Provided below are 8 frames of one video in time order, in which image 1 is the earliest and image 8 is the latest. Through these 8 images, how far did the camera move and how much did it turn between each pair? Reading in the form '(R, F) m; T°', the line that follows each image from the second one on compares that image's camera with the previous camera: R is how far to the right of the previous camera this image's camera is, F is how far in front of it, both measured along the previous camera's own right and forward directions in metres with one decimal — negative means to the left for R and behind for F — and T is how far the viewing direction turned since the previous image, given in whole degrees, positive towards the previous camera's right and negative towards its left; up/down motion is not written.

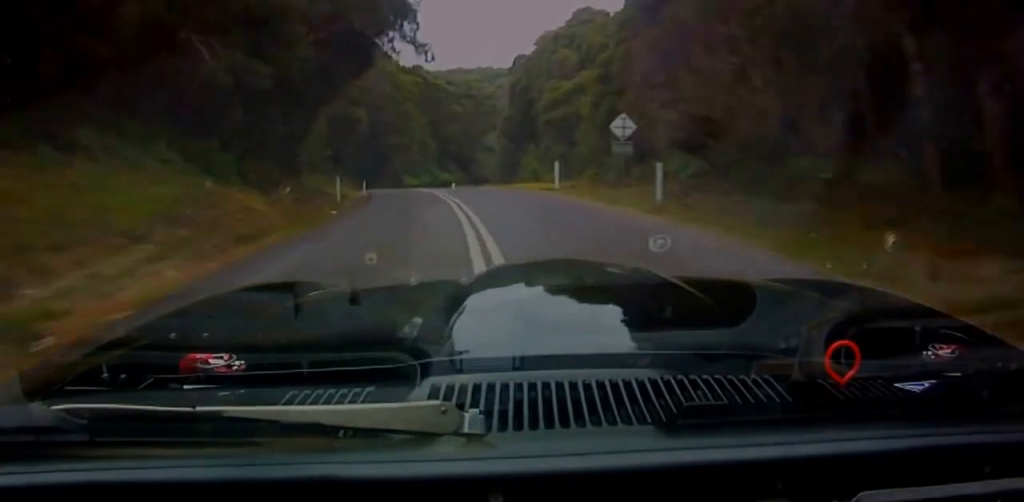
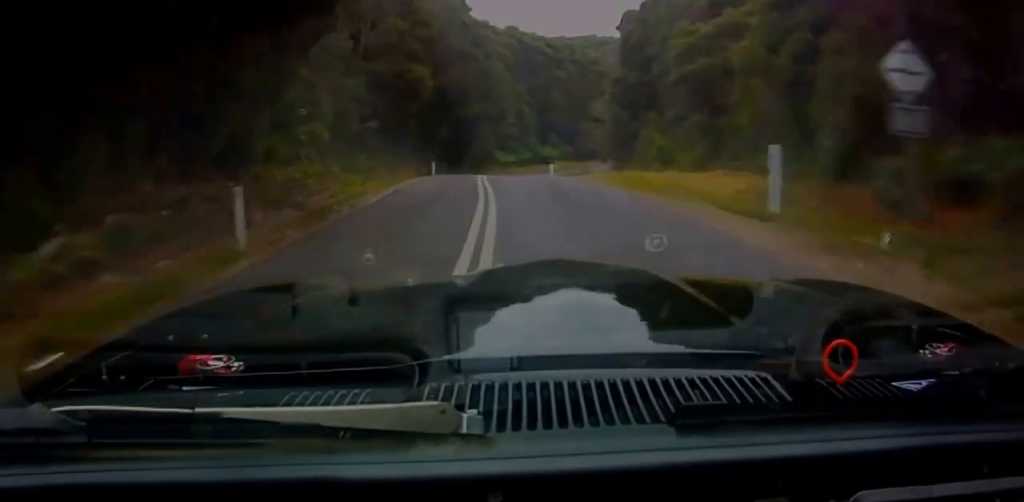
(-0.5, +11.2) m; -5°
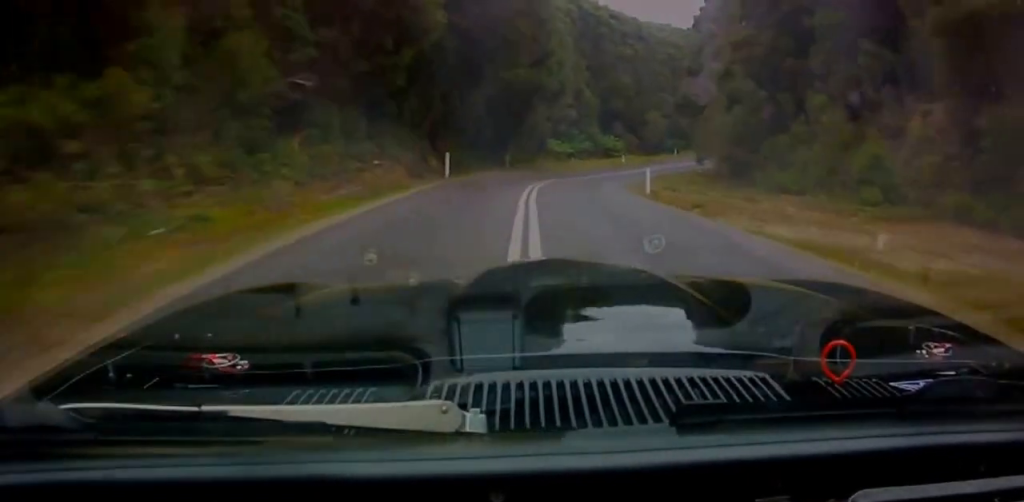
(-0.6, +14.5) m; -5°
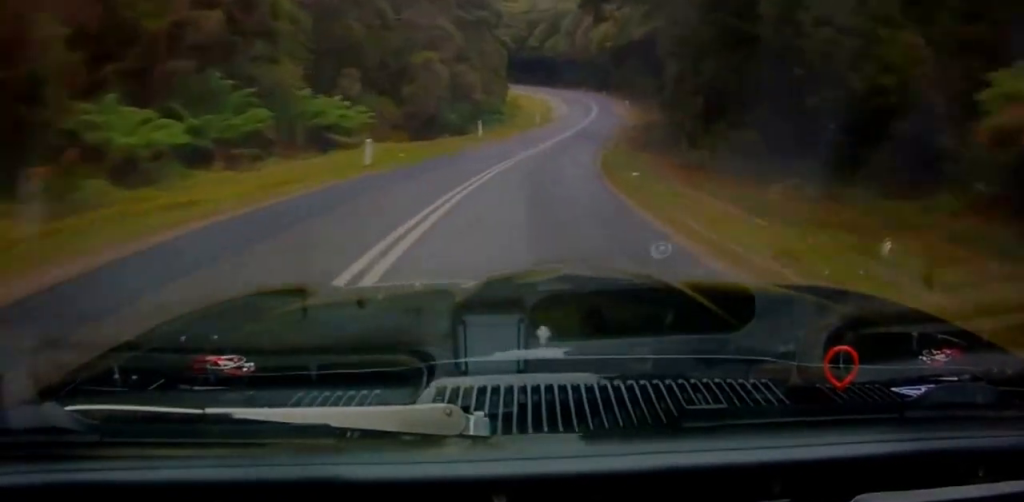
(-1.6, +38.7) m; +1°
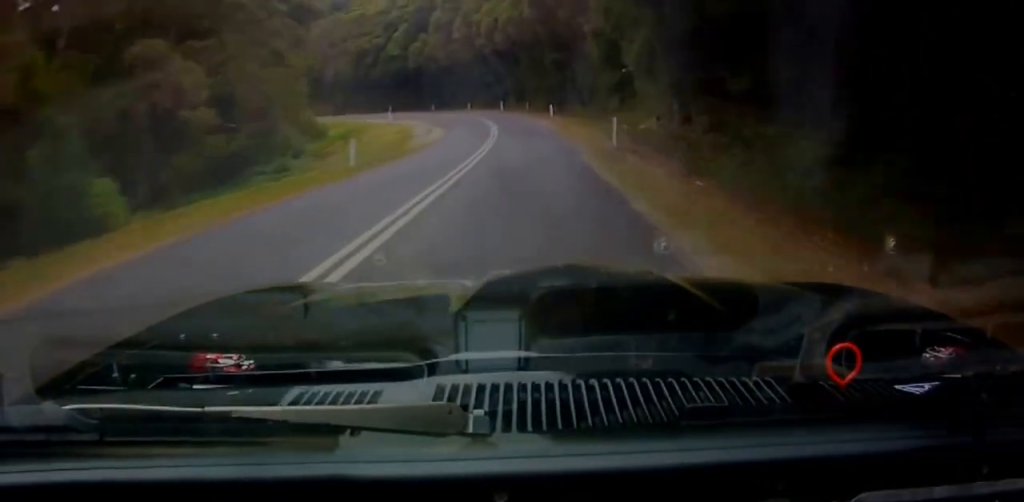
(+2.2, +33.1) m; +6°
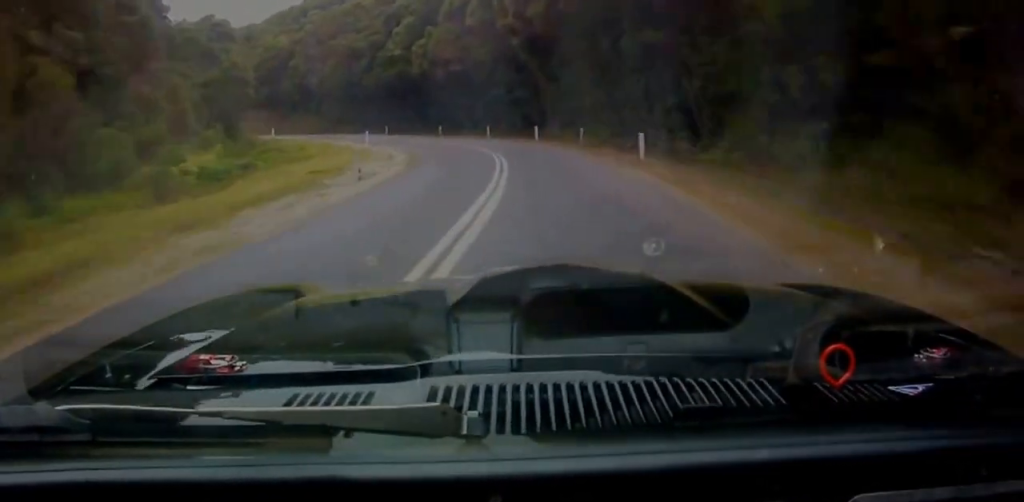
(+0.5, +26.0) m; +1°
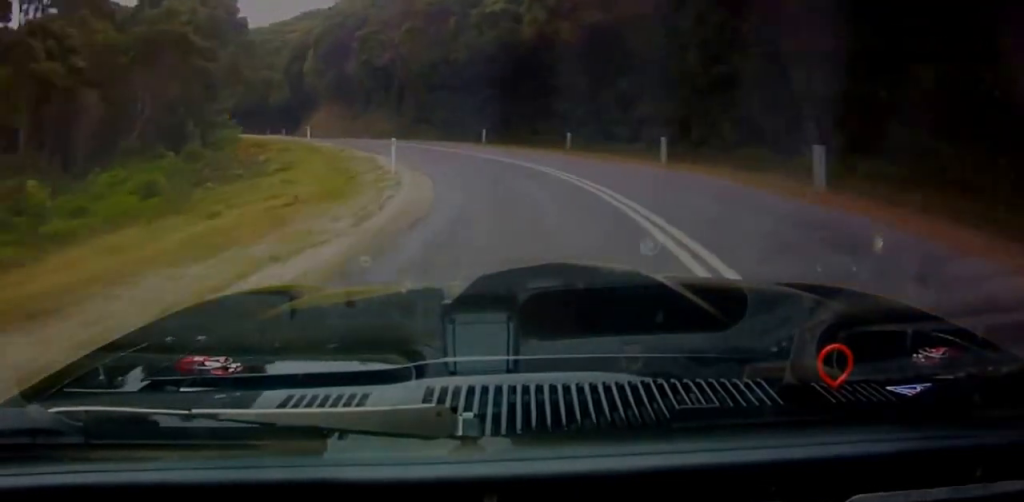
(+0.1, +27.9) m; -3°
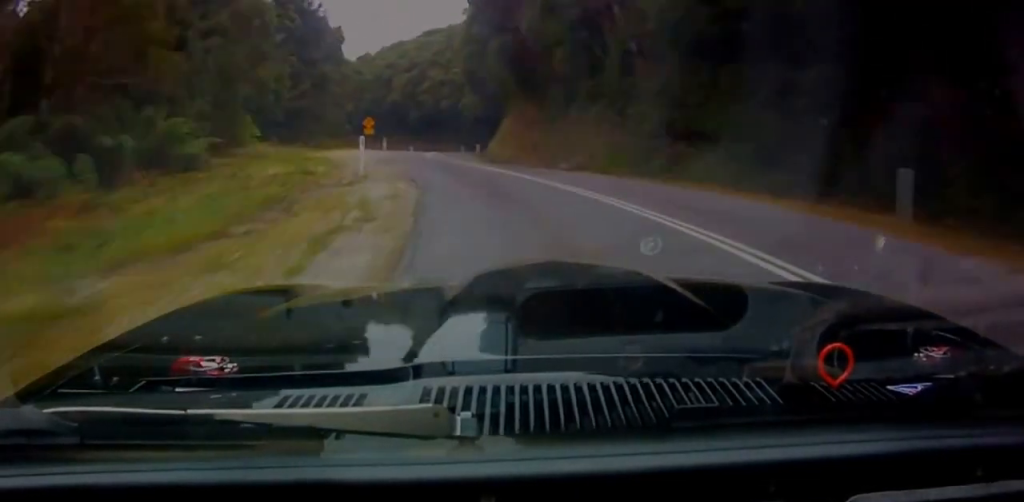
(-2.2, +33.5) m; -13°
